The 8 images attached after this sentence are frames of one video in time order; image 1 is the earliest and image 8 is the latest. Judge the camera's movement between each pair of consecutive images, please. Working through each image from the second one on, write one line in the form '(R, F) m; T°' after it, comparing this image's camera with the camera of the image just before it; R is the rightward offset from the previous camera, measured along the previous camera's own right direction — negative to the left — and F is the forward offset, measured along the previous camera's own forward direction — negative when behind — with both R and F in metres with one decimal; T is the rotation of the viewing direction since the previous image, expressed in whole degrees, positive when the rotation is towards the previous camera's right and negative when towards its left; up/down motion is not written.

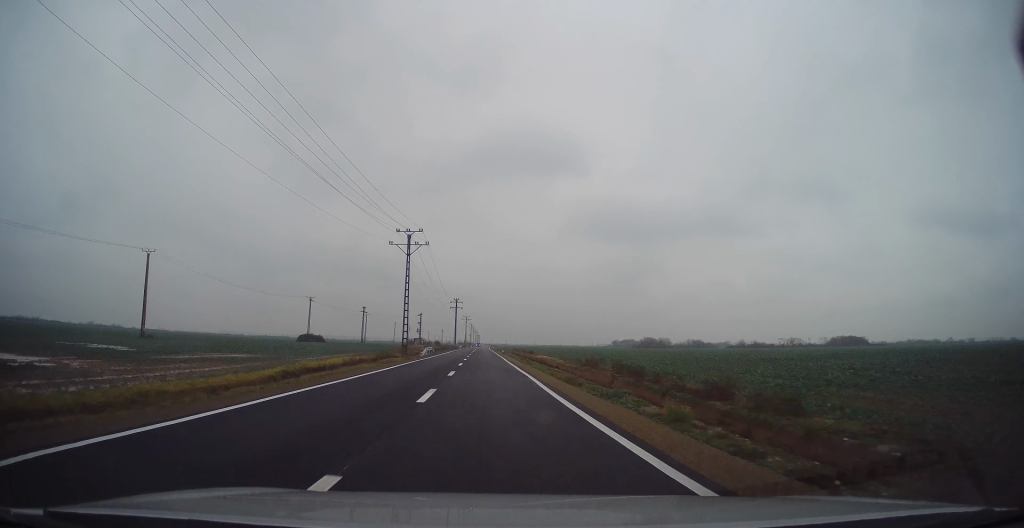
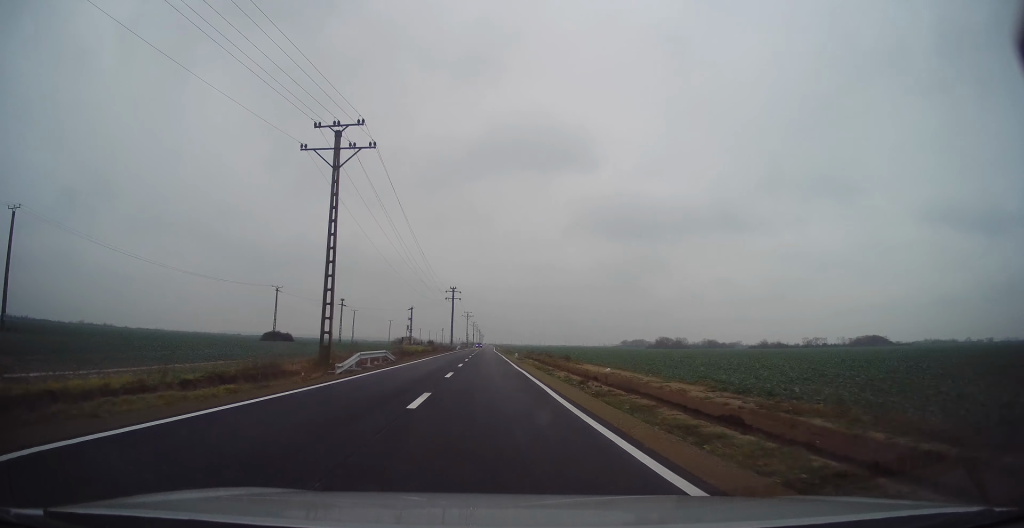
(0.0, +27.7) m; 0°
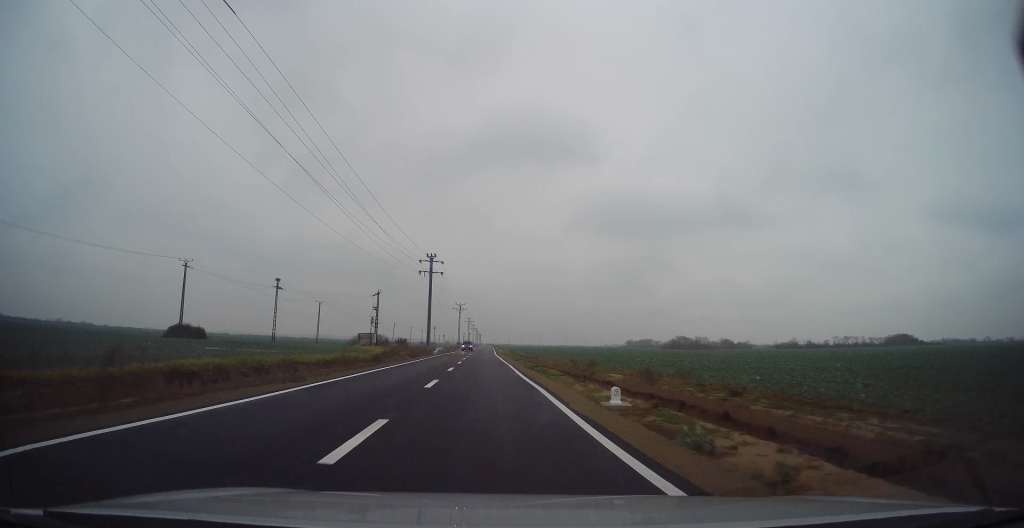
(0.0, +41.0) m; 0°
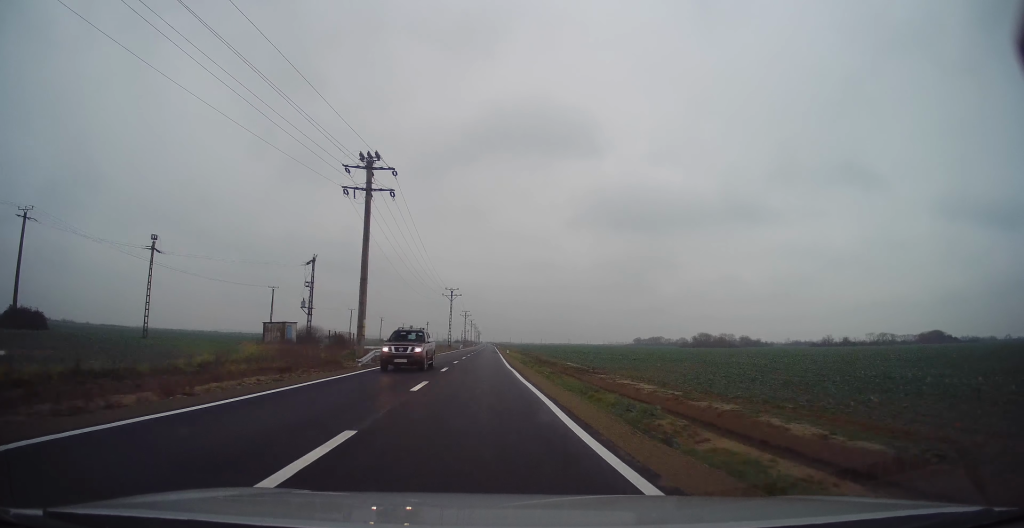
(0.0, +37.3) m; 0°
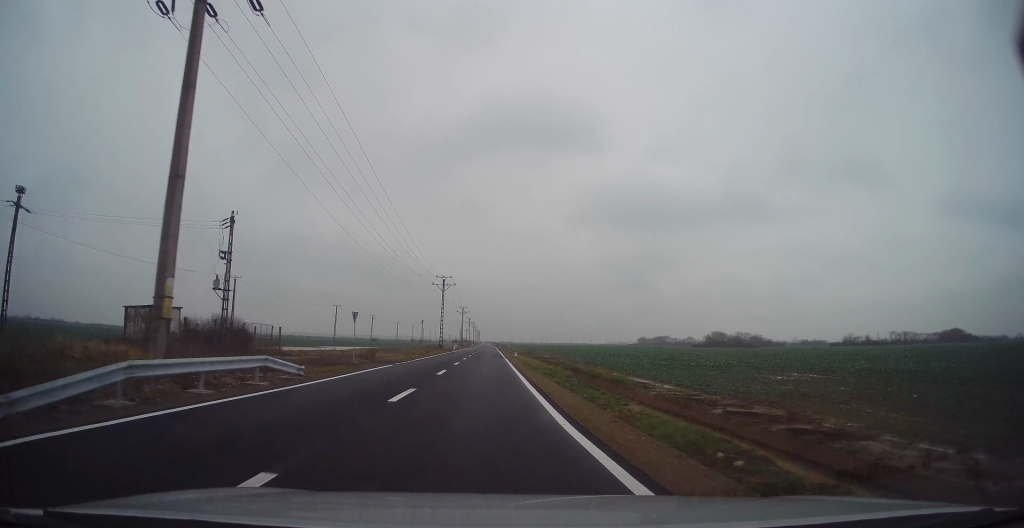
(0.0, +20.7) m; -1°
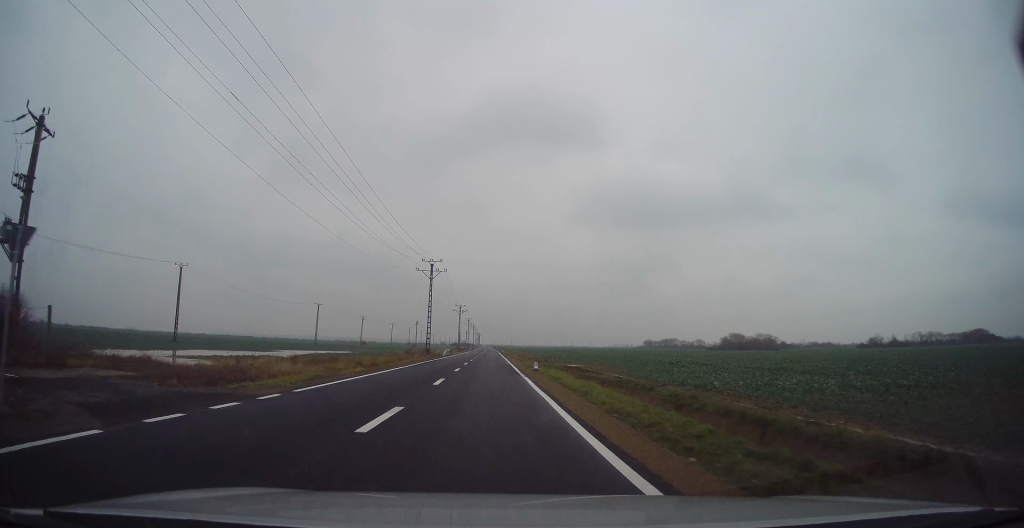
(-0.2, +20.8) m; 0°
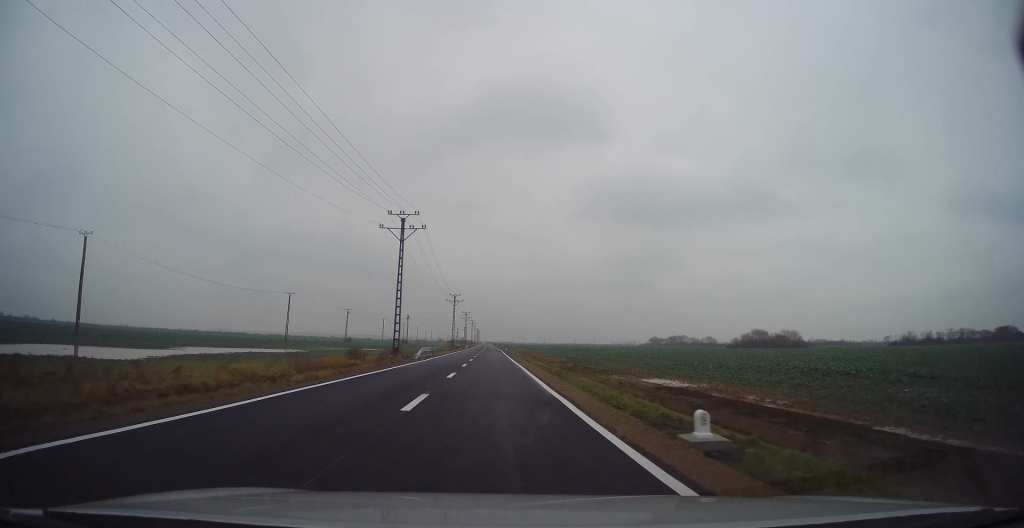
(-0.1, +24.5) m; 0°
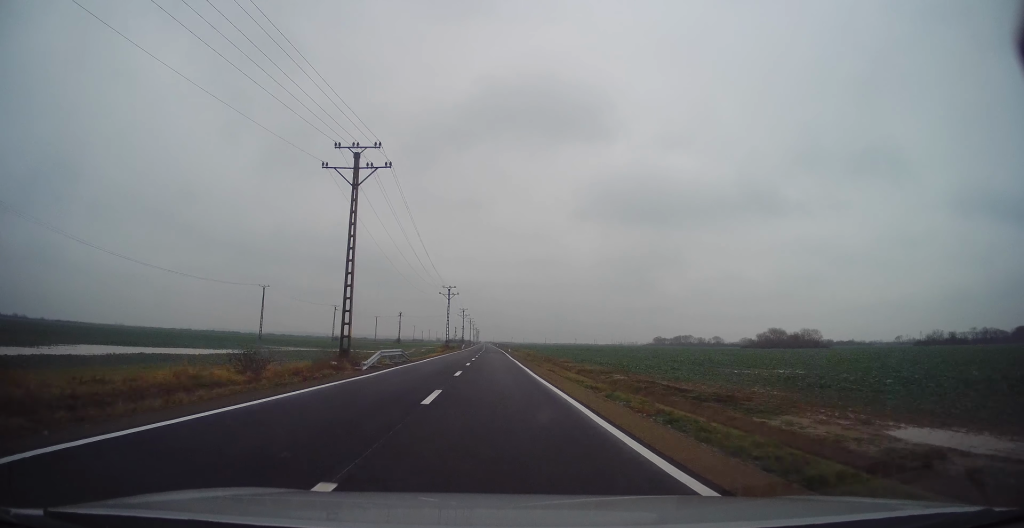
(+0.2, +17.2) m; +1°
